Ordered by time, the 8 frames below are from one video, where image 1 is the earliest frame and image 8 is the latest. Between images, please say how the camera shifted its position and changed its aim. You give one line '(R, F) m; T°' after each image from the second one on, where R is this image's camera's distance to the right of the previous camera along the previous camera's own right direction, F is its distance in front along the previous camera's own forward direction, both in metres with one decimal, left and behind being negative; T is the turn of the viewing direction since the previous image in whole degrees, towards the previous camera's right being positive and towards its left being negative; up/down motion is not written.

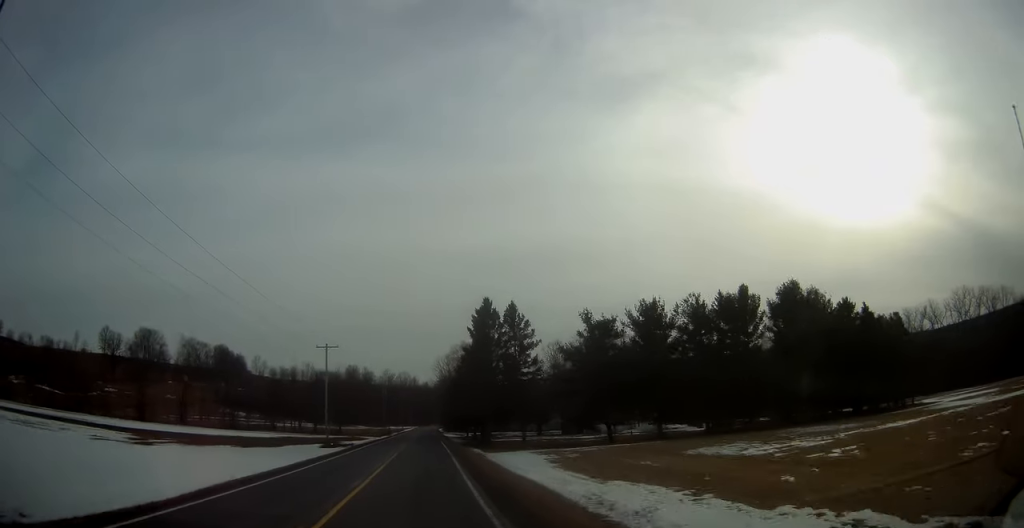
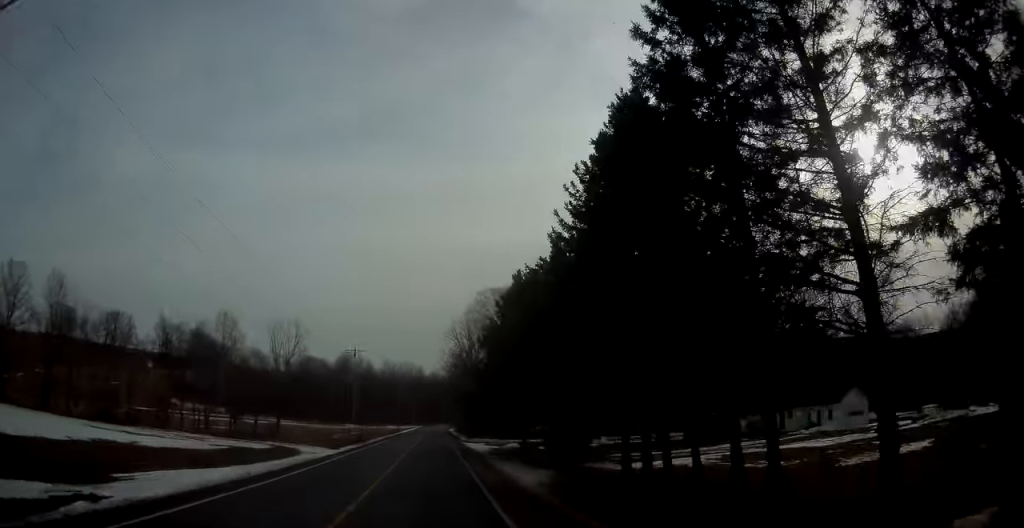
(-0.7, +54.7) m; -1°
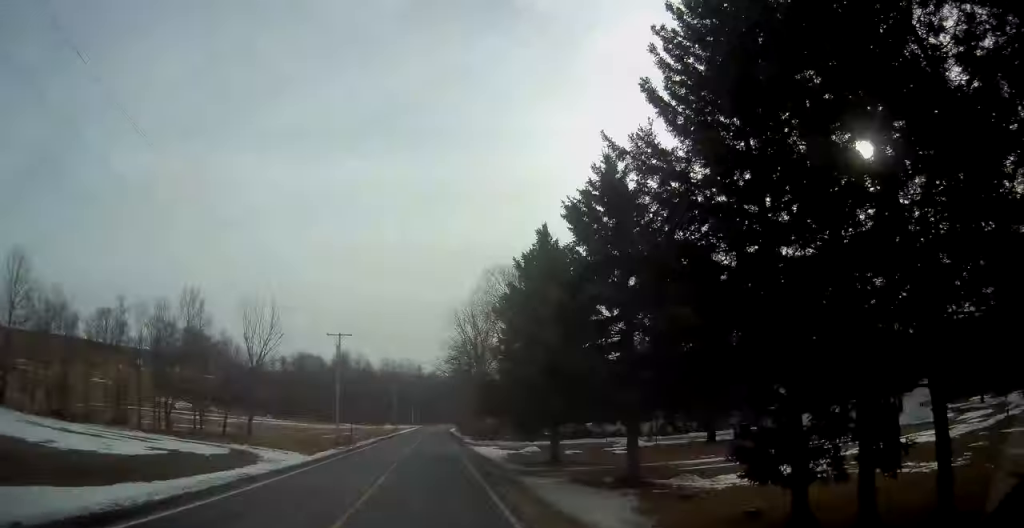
(0.0, +10.9) m; 0°
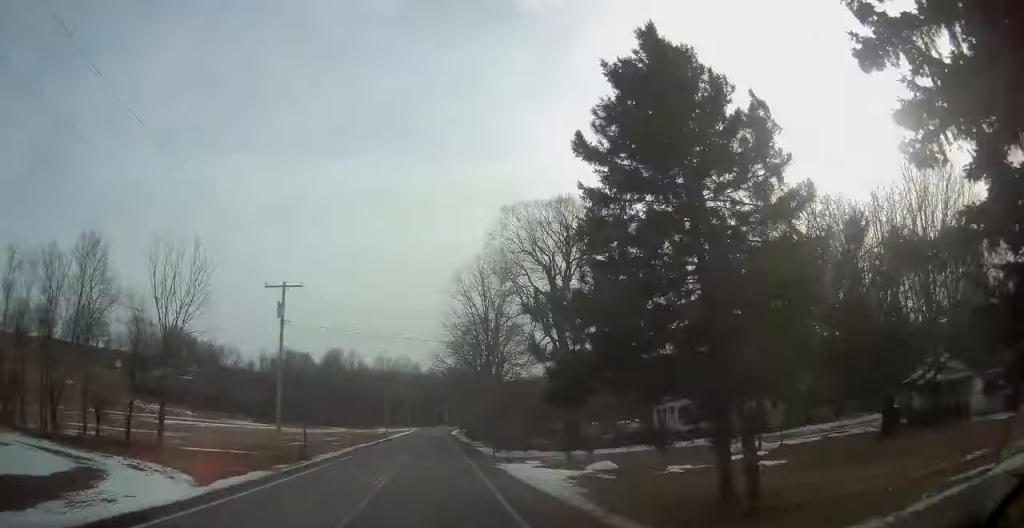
(0.0, +20.1) m; 0°
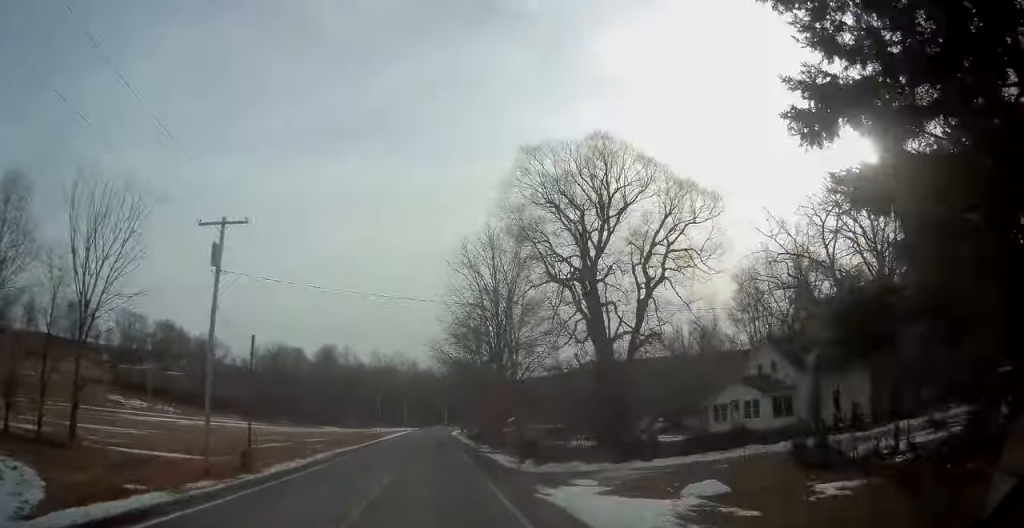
(0.0, +10.9) m; 0°
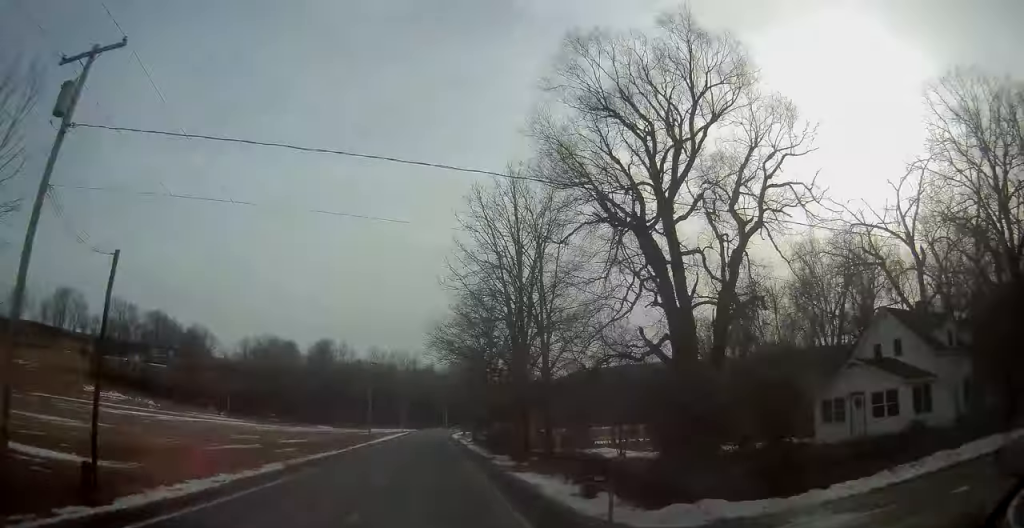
(0.0, +11.7) m; 0°
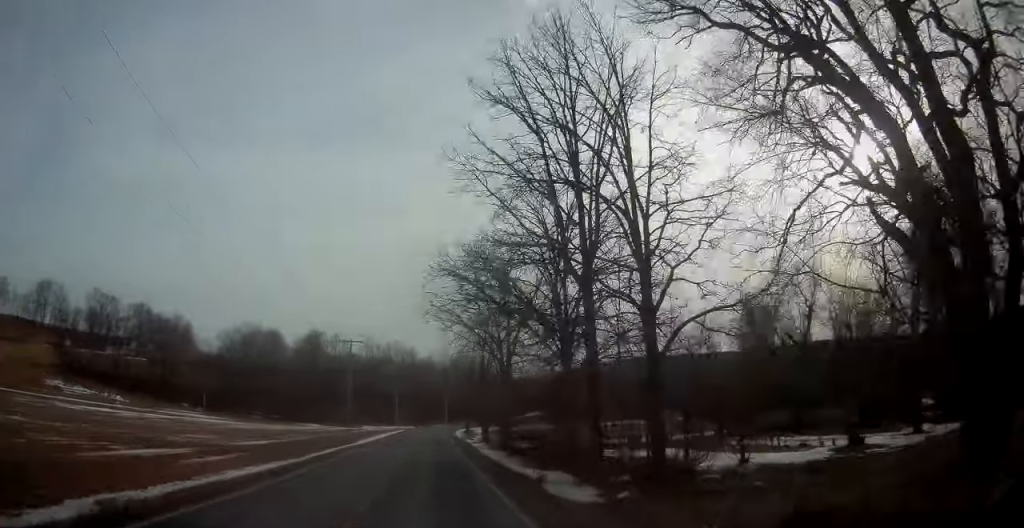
(-0.2, +16.7) m; 0°
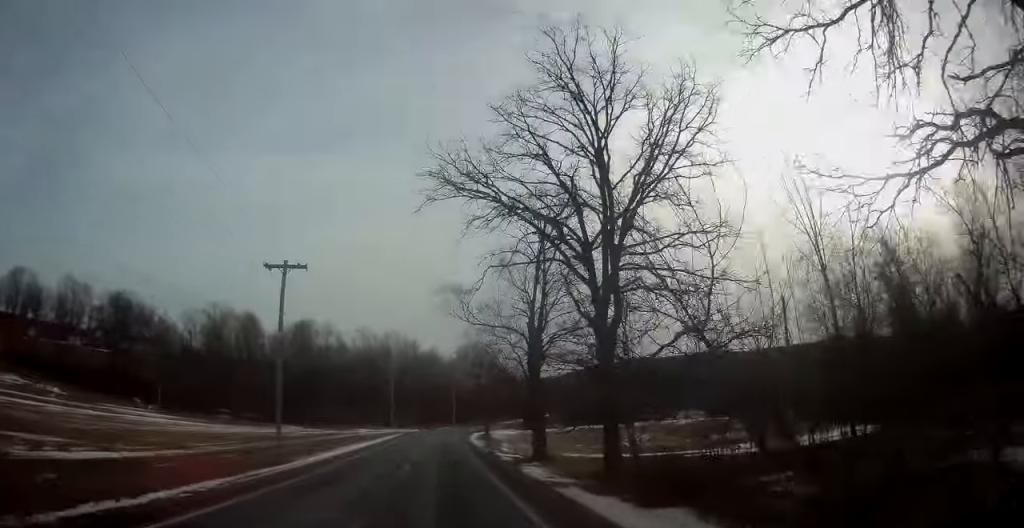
(+0.2, +28.4) m; +1°
